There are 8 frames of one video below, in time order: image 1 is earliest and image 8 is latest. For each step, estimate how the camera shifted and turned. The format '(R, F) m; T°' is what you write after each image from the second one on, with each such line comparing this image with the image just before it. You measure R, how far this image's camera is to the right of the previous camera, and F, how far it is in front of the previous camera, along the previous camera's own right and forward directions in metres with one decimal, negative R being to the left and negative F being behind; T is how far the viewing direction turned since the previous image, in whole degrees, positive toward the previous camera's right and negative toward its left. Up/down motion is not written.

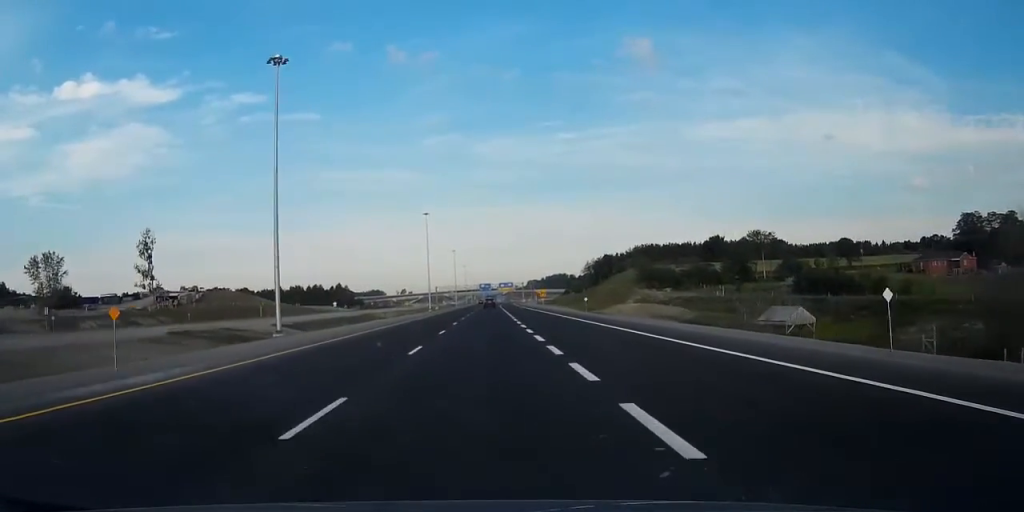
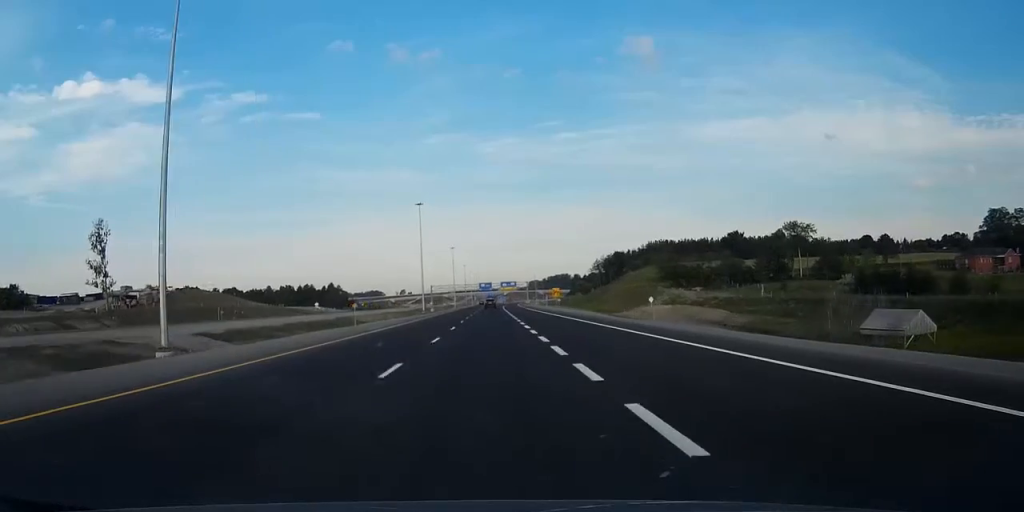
(0.0, +29.5) m; 0°
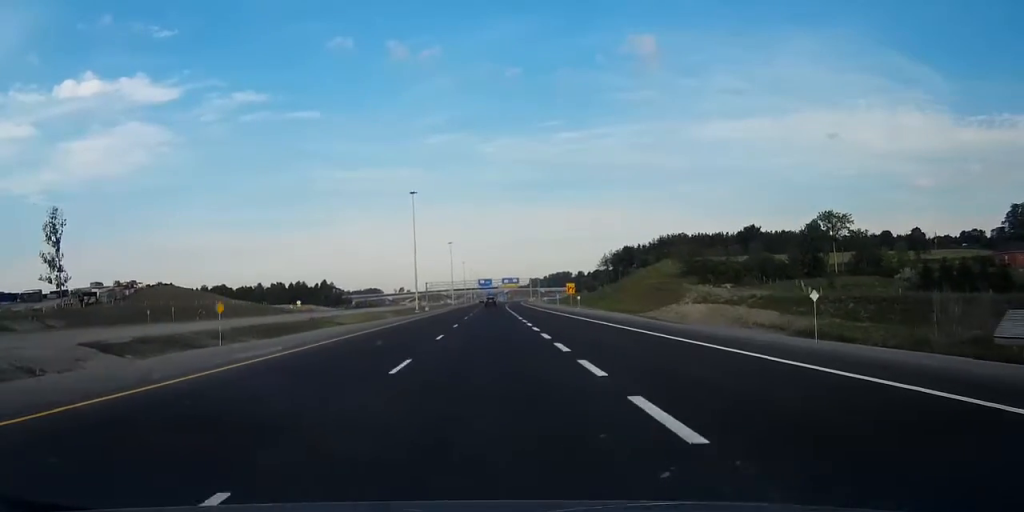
(0.0, +23.2) m; 0°
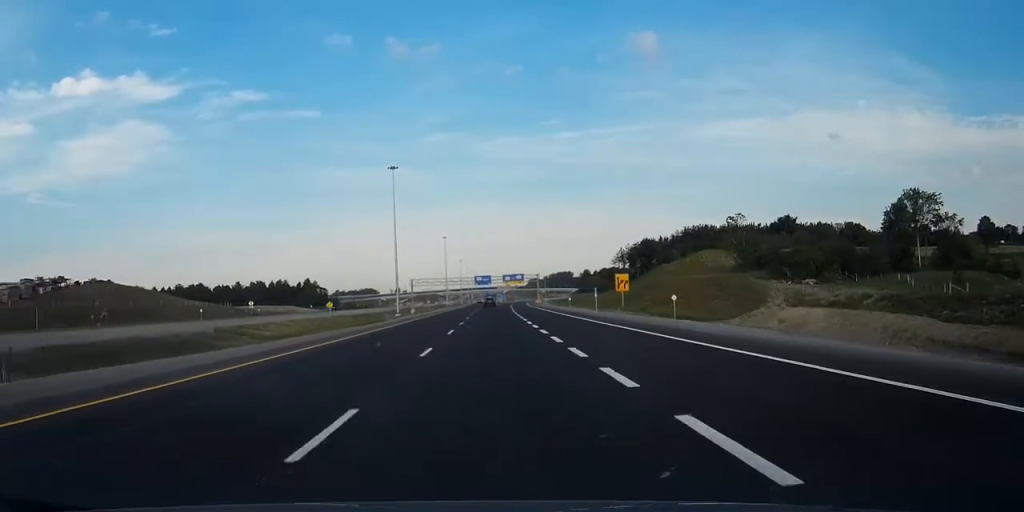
(-0.1, +43.2) m; 0°
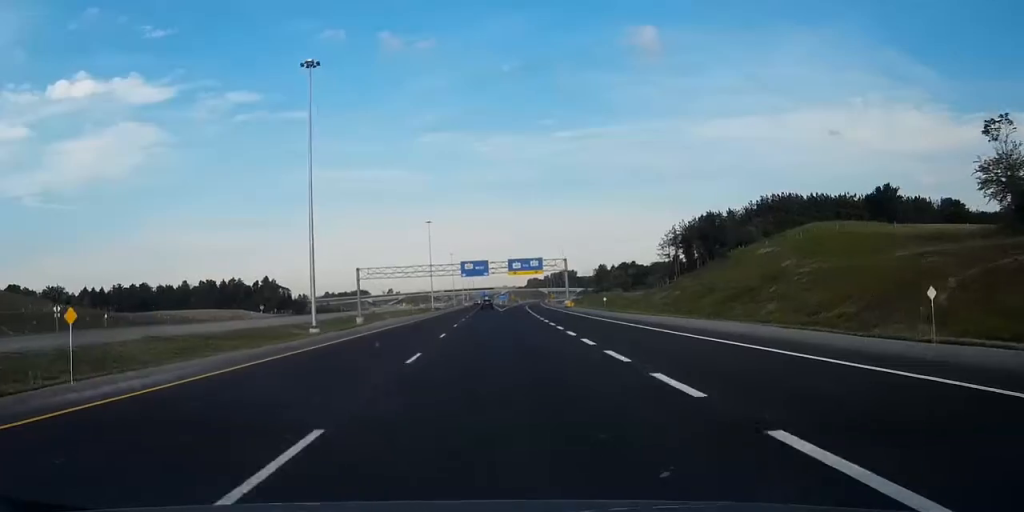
(+0.4, +84.5) m; 0°
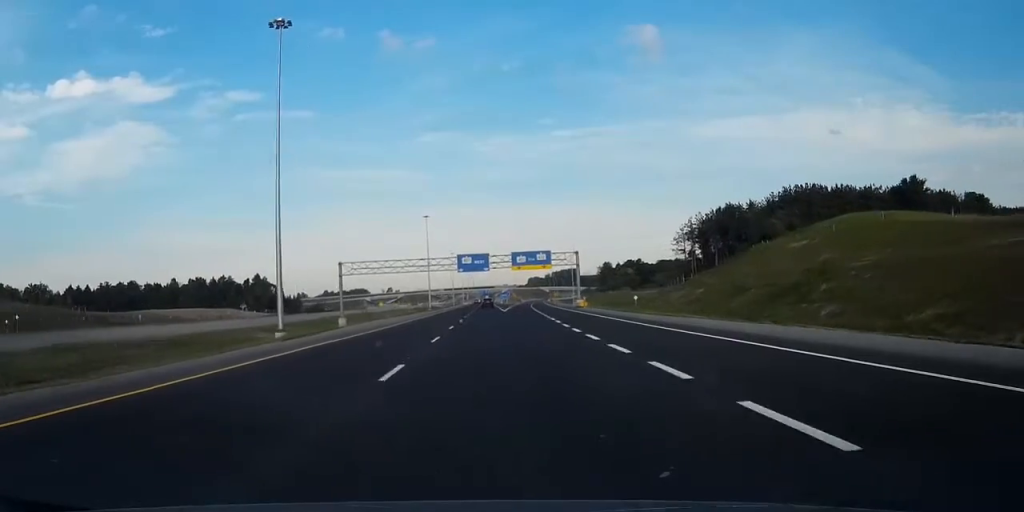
(0.0, +15.8) m; 0°
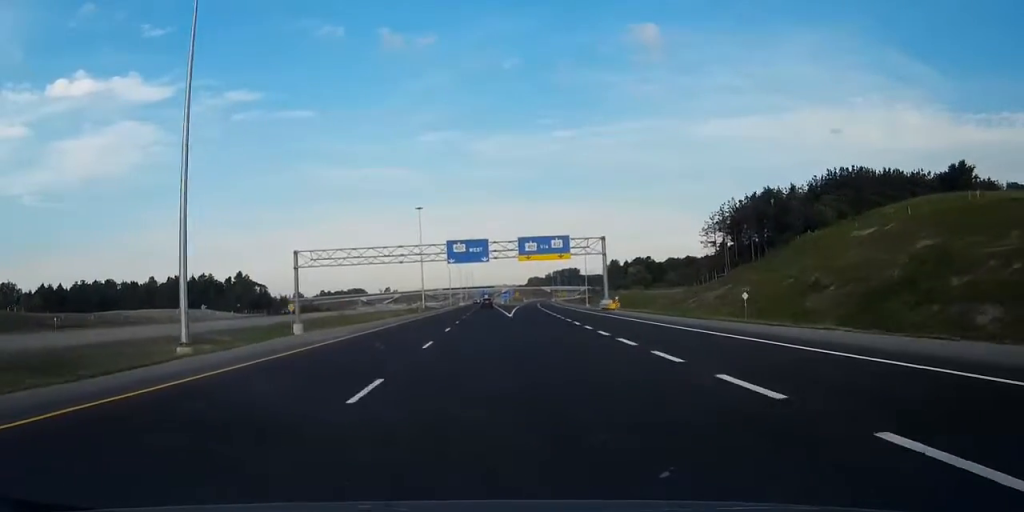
(0.0, +26.4) m; 0°
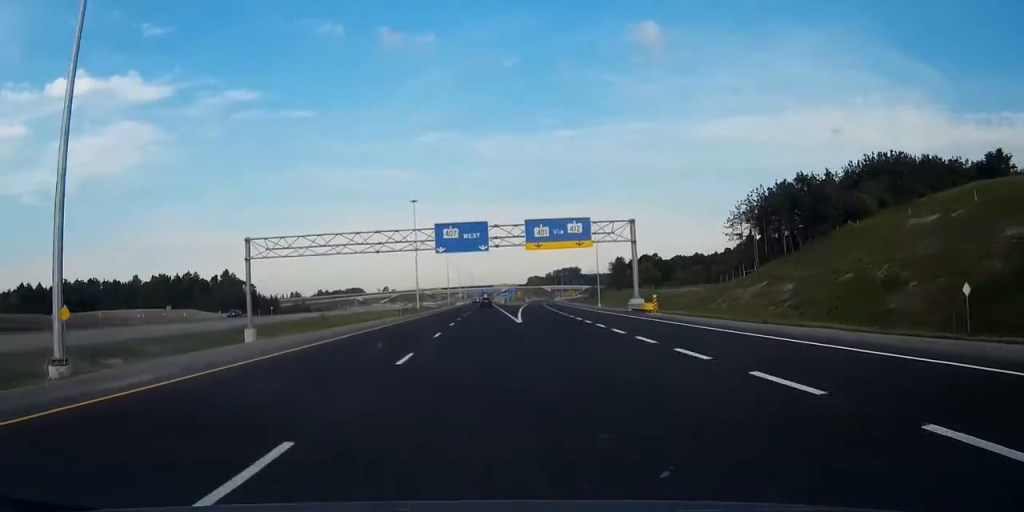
(0.0, +18.0) m; 0°
